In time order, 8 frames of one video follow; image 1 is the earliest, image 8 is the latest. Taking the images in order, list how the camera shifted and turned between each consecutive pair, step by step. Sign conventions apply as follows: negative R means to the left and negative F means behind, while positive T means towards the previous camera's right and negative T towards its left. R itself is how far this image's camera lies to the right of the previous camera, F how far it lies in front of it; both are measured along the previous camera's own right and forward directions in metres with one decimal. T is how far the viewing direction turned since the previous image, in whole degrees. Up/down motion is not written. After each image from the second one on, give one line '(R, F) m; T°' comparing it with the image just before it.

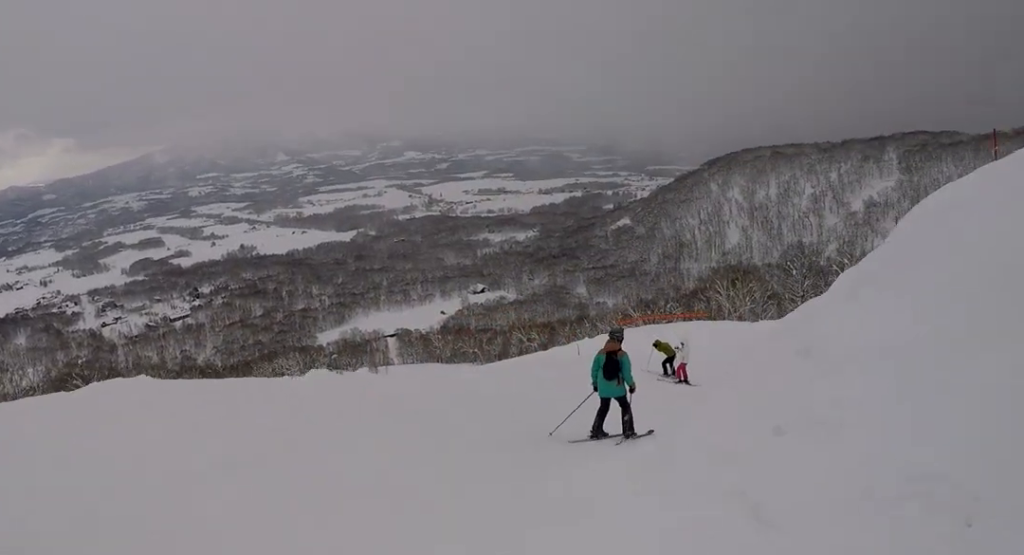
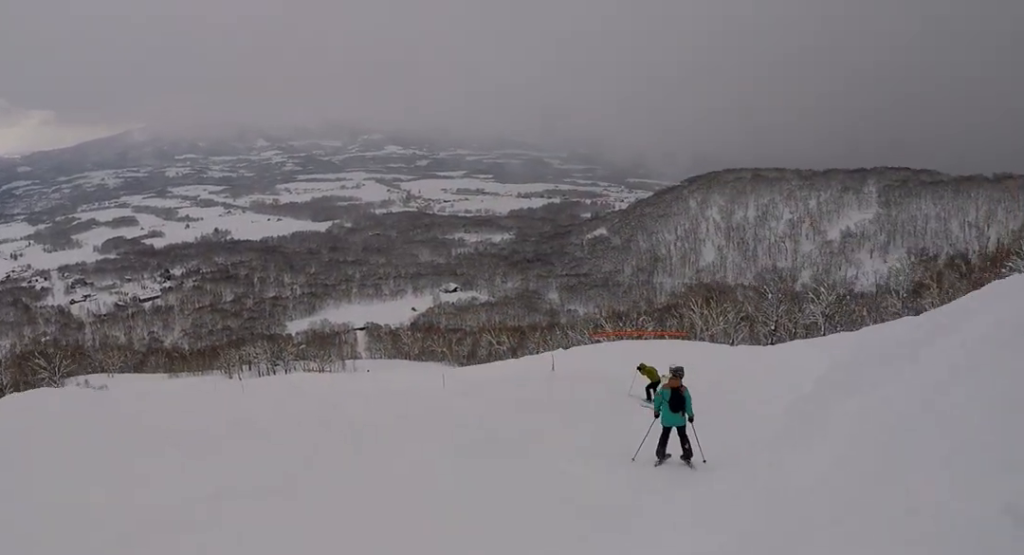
(+0.7, +2.4) m; +15°
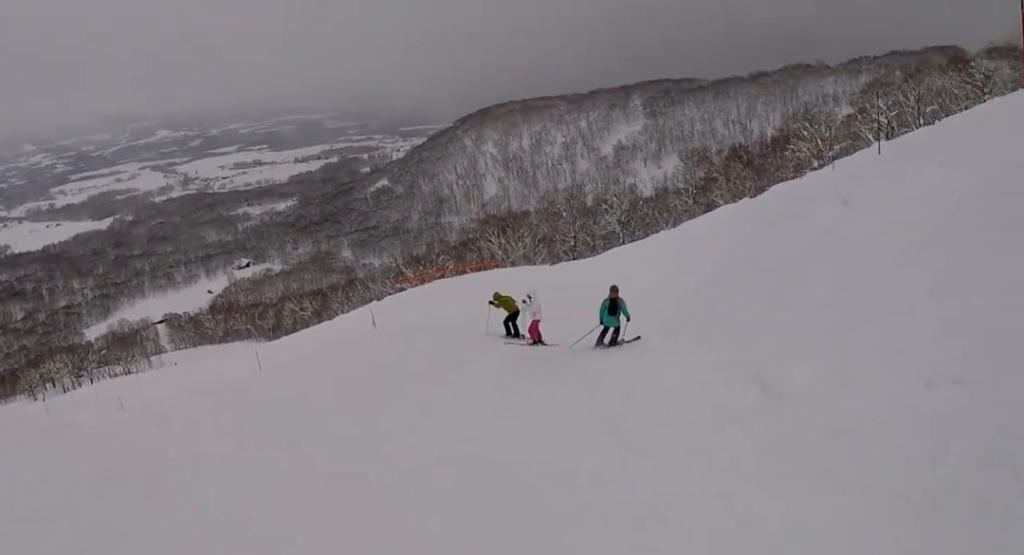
(+1.3, +5.3) m; +16°
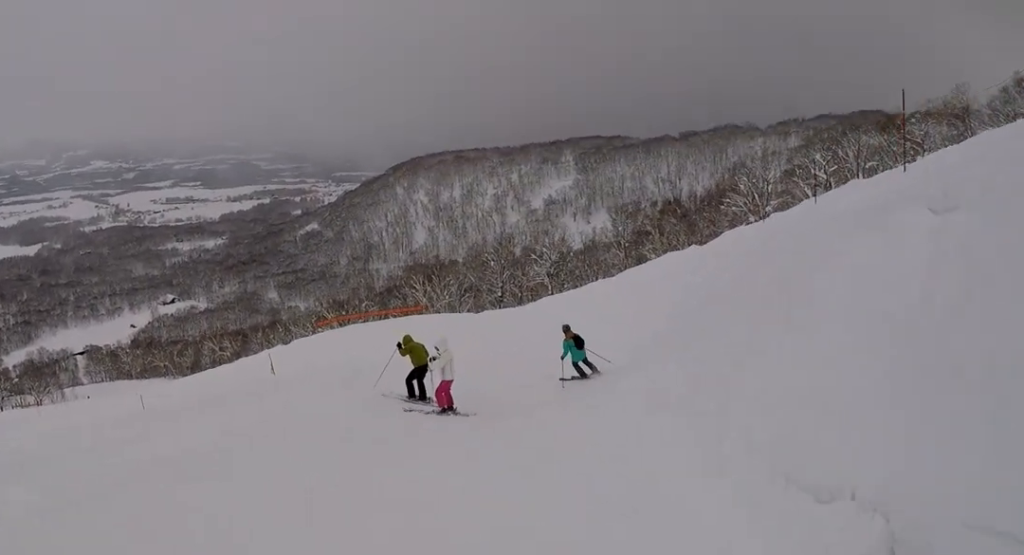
(+0.2, +5.6) m; 0°
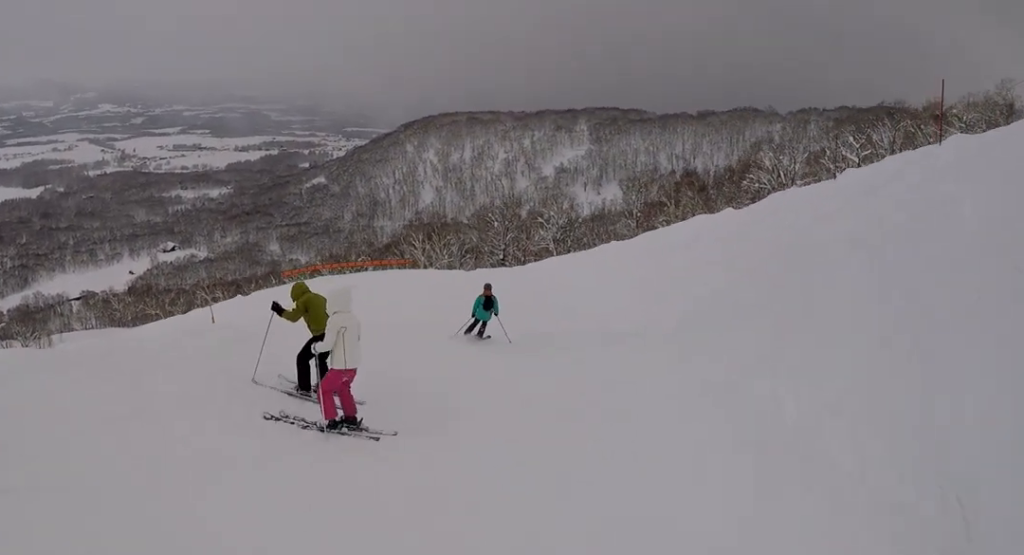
(-0.2, +6.3) m; -1°
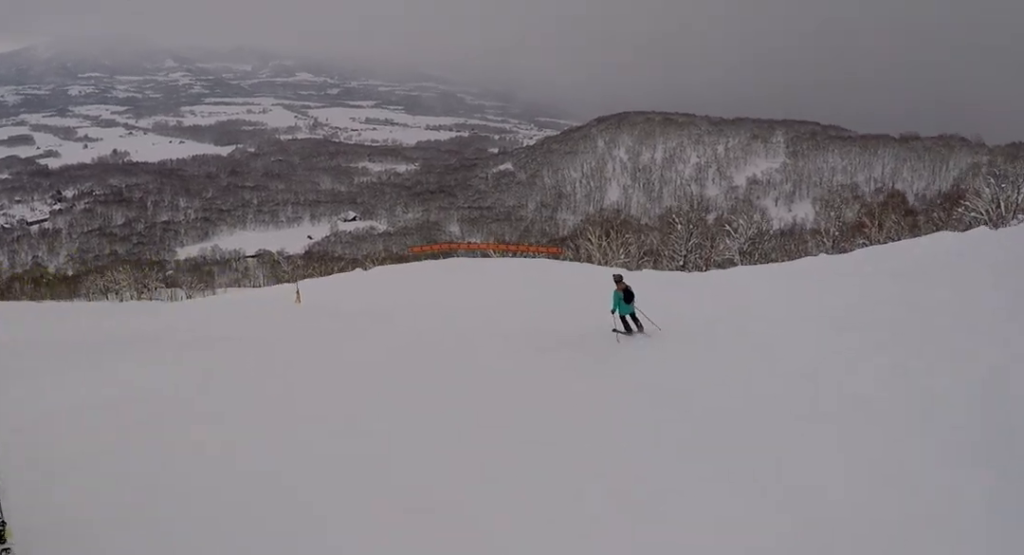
(0.0, +6.6) m; 0°
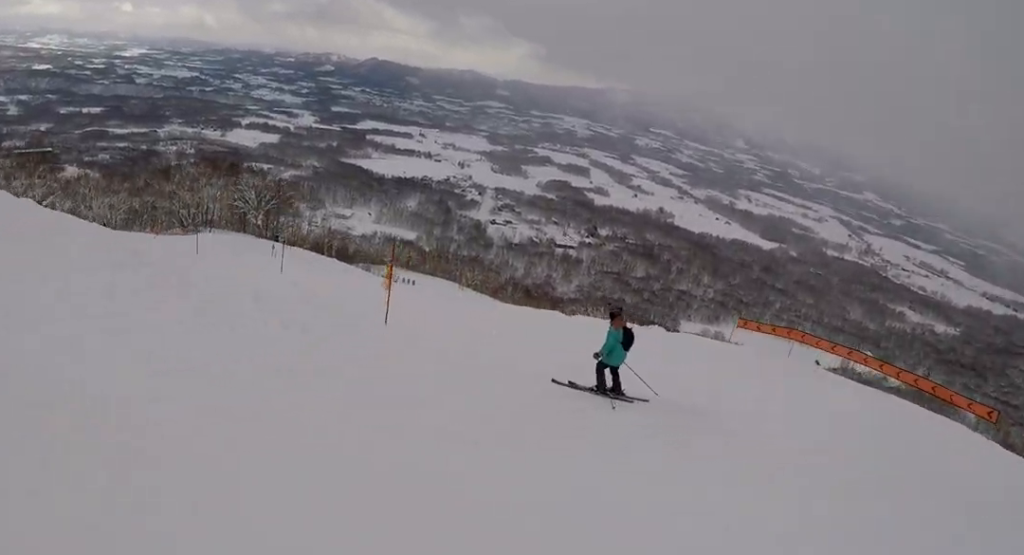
(-1.9, +11.9) m; -44°
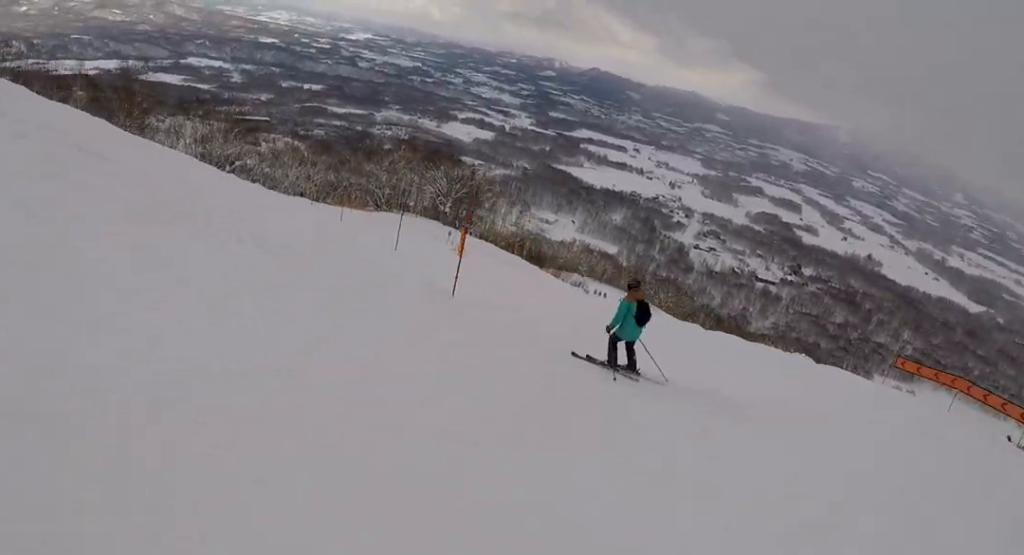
(-0.9, +2.5) m; -18°
